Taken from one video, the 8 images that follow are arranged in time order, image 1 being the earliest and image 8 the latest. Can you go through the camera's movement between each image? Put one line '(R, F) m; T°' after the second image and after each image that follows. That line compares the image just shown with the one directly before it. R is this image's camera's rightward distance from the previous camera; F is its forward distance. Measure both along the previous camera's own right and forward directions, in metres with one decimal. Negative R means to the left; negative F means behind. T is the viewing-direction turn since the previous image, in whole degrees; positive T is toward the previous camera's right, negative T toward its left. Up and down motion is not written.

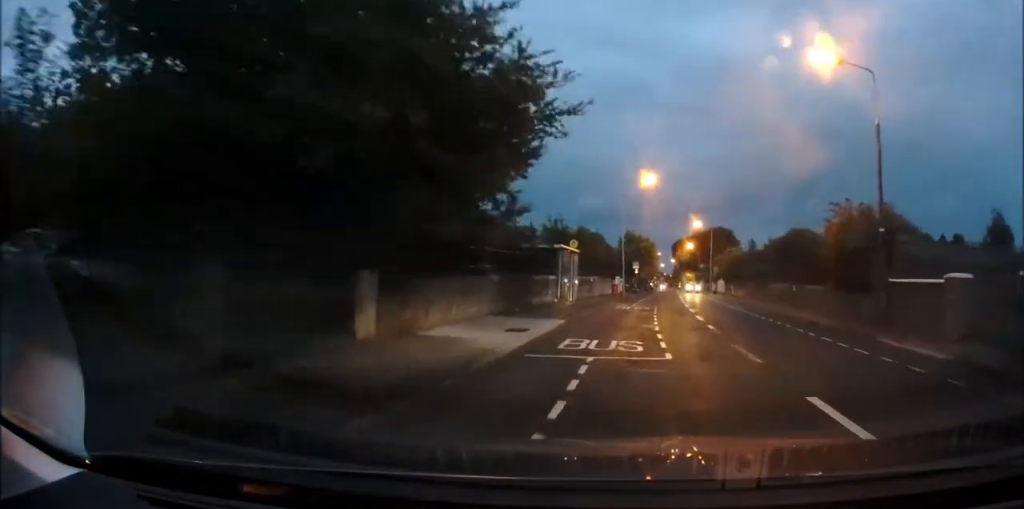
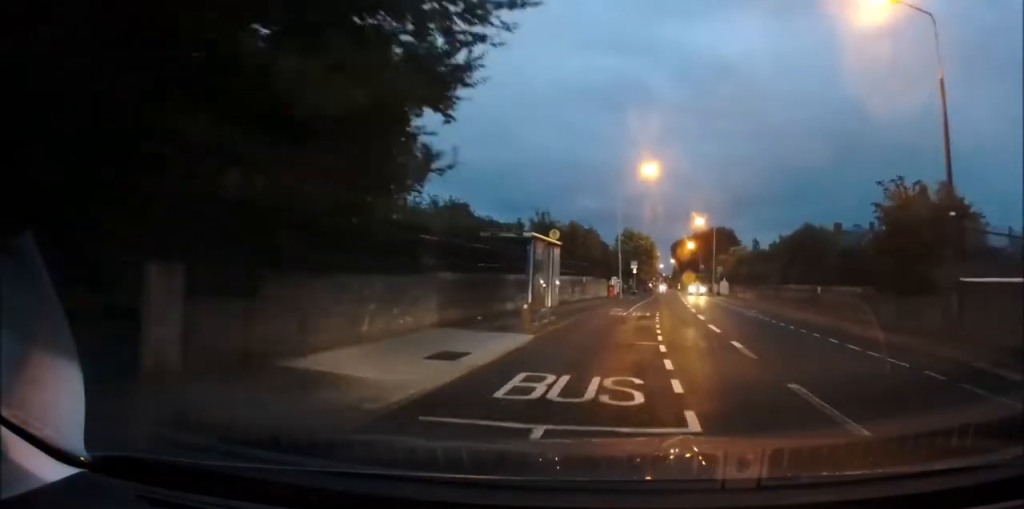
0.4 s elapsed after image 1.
(0.0, +5.2) m; +1°
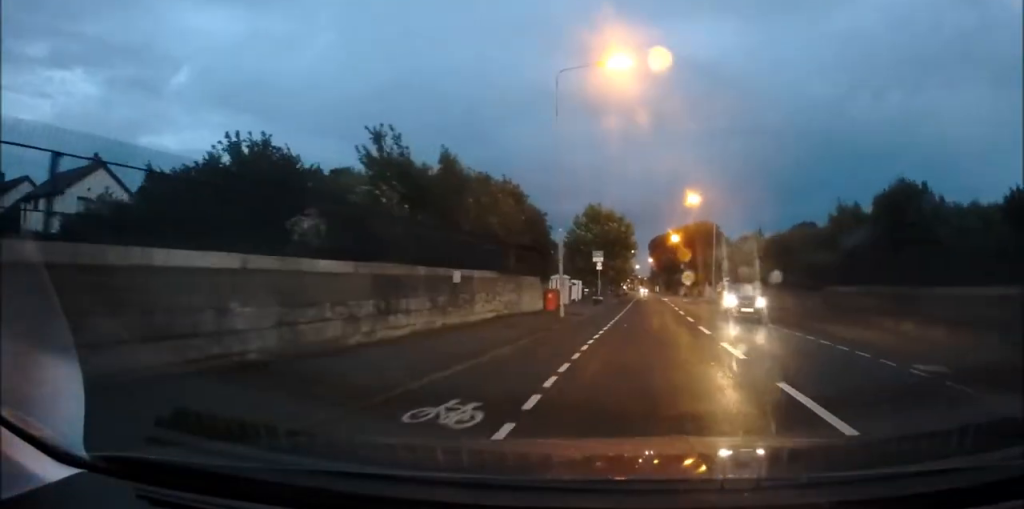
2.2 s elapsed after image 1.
(+0.9, +23.6) m; +2°
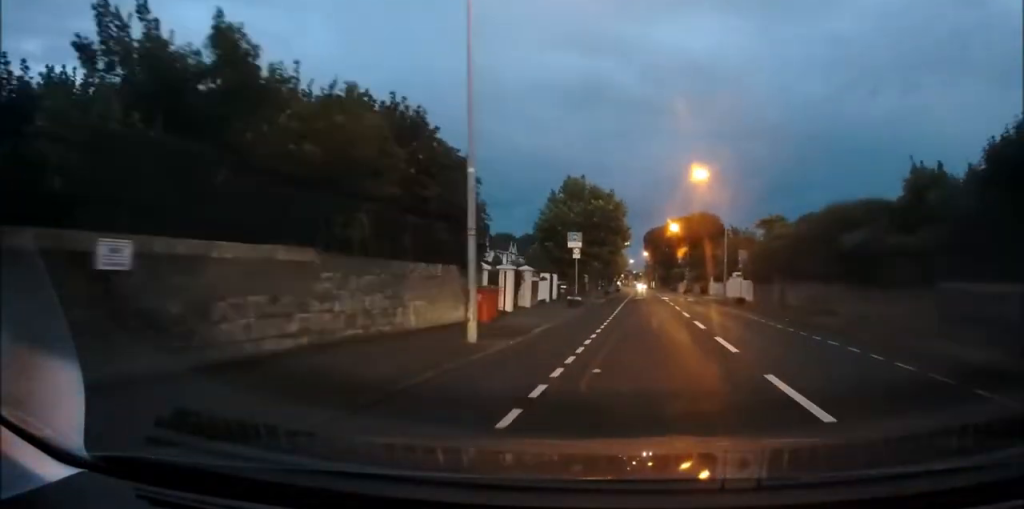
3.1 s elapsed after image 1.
(-0.1, +11.3) m; -1°
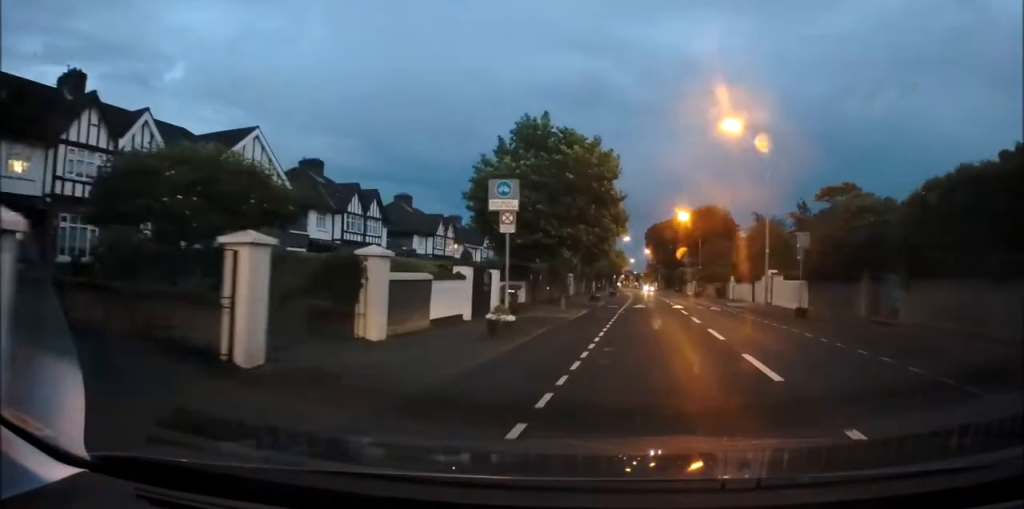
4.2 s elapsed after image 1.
(-0.1, +15.2) m; 0°
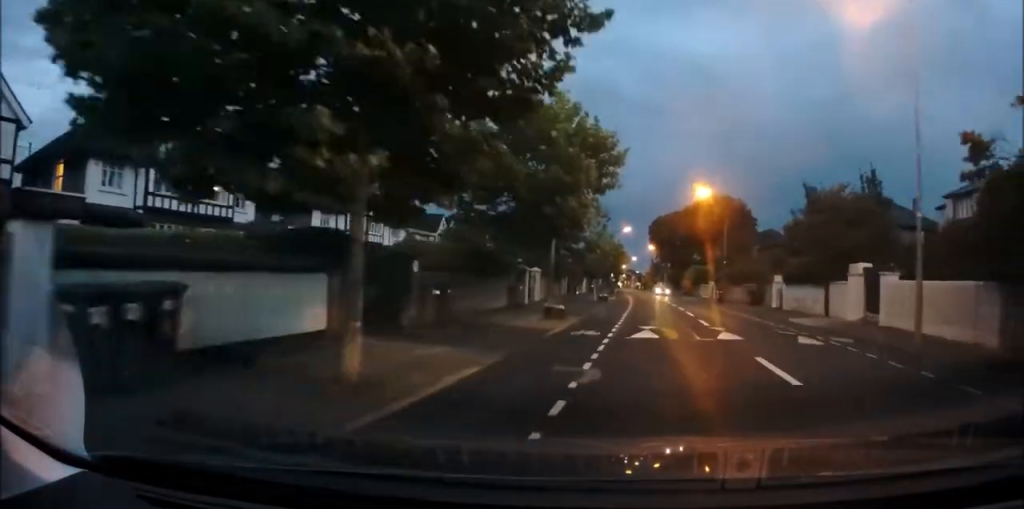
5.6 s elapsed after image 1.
(+0.1, +18.1) m; -1°
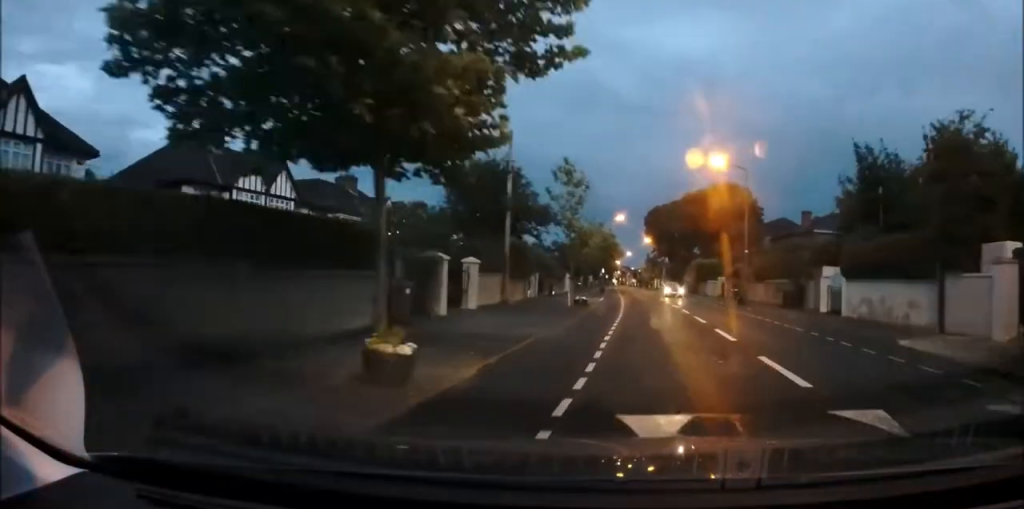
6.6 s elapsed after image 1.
(-0.2, +11.7) m; +1°
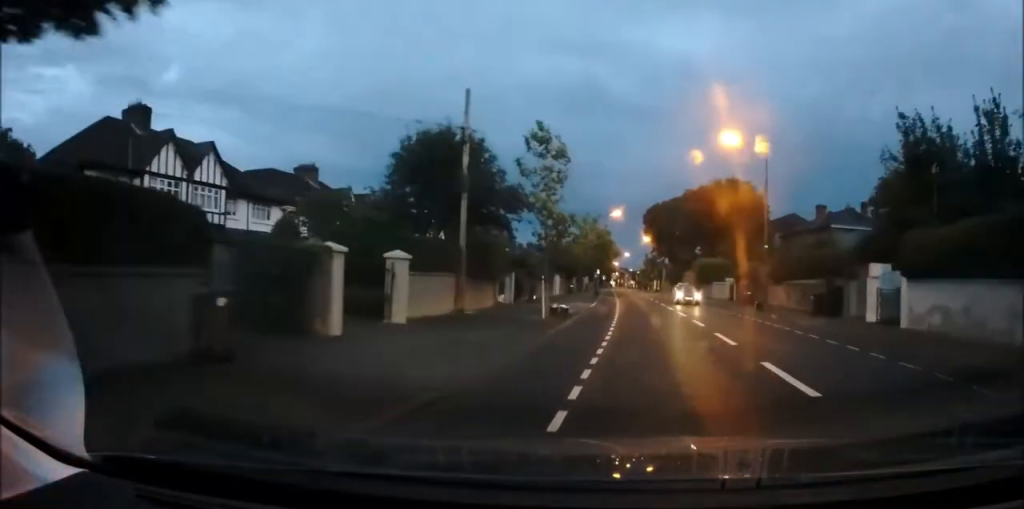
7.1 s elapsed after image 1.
(+0.1, +6.4) m; +1°
